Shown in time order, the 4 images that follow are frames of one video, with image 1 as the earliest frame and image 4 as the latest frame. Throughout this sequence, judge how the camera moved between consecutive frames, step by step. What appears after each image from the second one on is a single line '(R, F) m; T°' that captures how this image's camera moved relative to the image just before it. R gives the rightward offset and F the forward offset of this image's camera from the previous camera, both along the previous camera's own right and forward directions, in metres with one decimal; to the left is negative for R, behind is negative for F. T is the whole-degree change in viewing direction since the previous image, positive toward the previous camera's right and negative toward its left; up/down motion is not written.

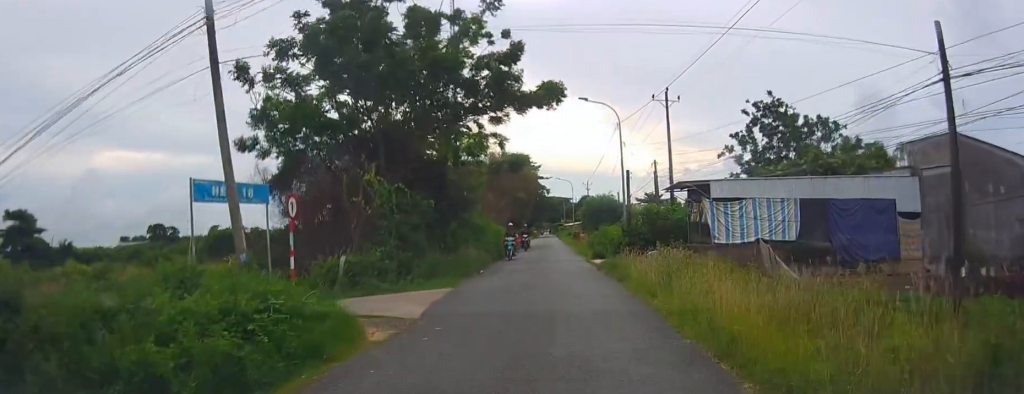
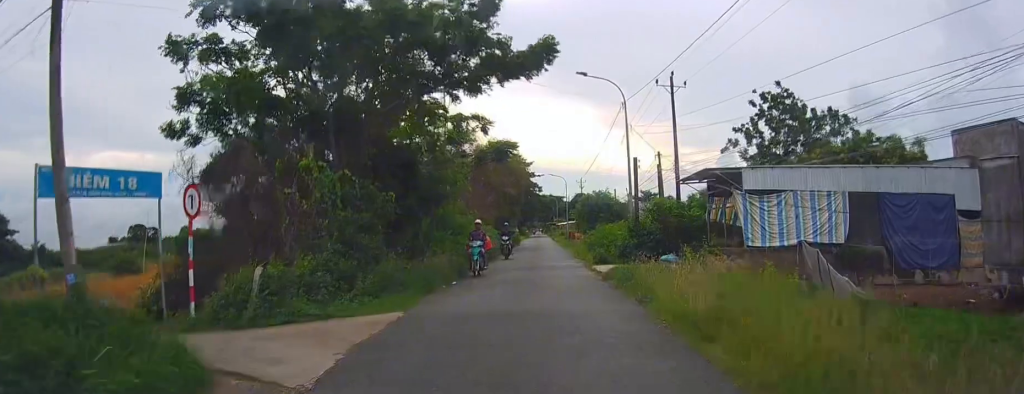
(-0.3, +4.8) m; -3°
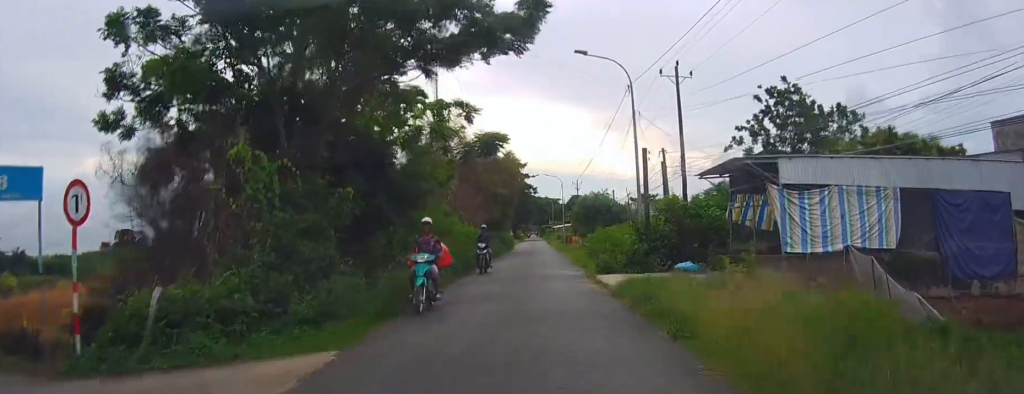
(-0.1, +3.9) m; -2°
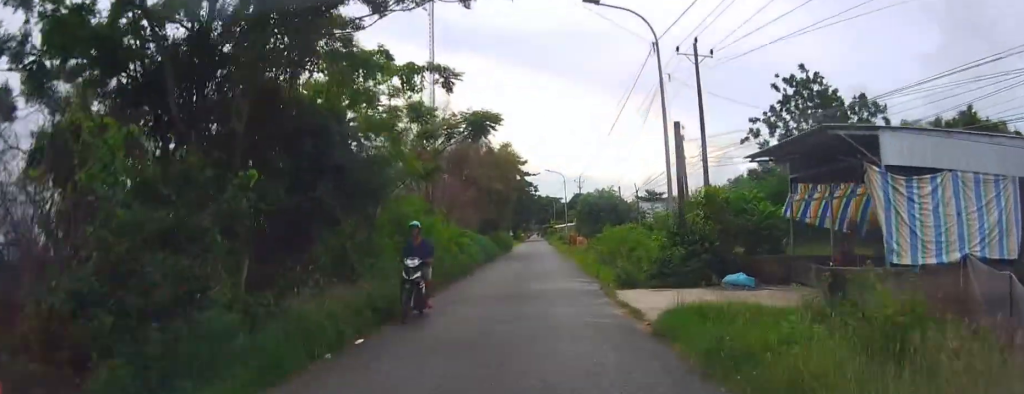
(-0.1, +6.6) m; -1°
